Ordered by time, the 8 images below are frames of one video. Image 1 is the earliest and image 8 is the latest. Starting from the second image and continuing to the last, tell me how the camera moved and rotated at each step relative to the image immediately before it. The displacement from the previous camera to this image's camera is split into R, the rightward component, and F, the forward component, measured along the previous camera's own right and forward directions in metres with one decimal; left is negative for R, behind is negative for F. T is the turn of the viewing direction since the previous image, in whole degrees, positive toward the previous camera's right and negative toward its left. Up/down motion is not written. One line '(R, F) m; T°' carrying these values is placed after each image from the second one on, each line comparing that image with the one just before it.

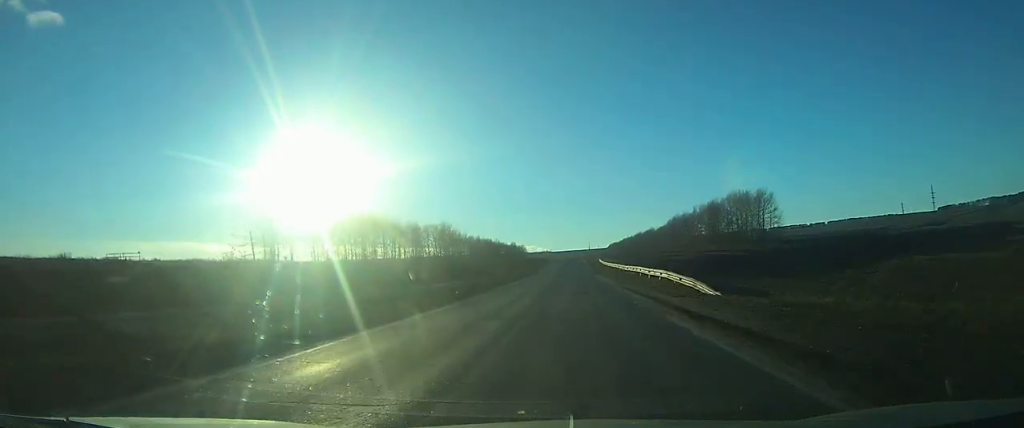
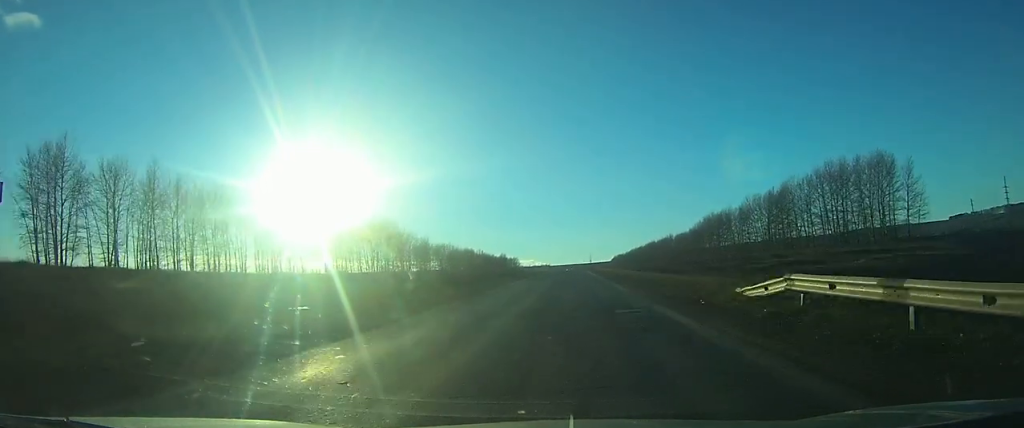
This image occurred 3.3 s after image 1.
(+0.5, +75.7) m; 0°
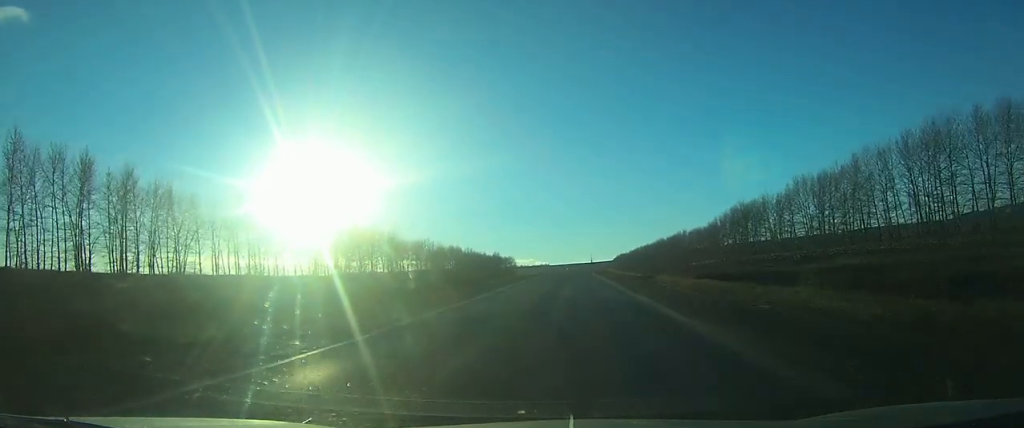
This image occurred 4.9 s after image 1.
(-0.2, +38.0) m; 0°
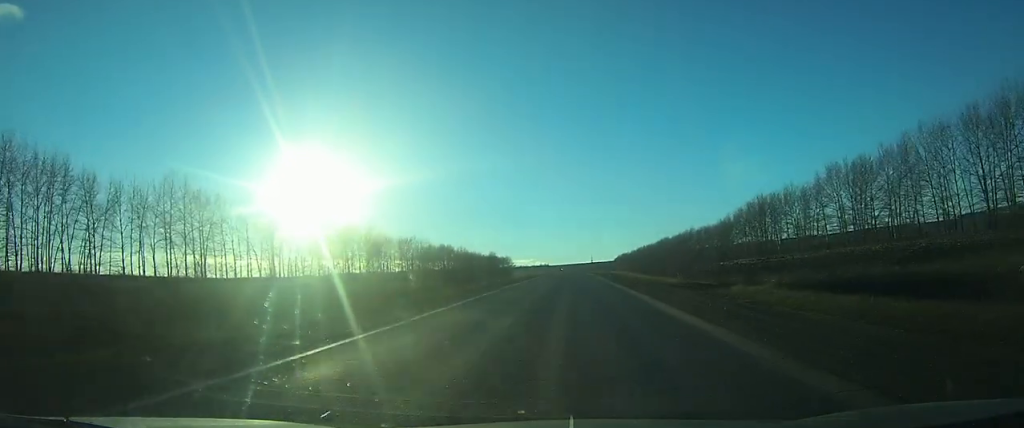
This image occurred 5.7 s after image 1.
(0.0, +18.3) m; 0°
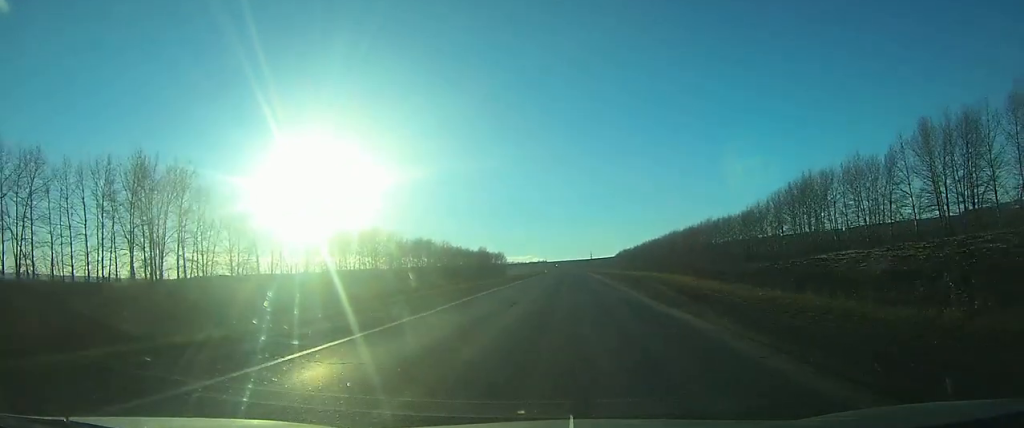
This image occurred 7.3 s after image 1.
(0.0, +38.1) m; 0°
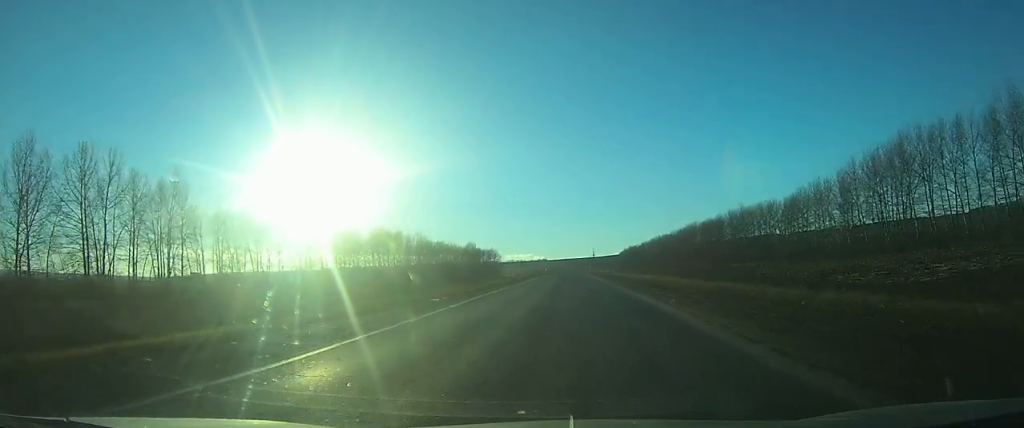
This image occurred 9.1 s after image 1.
(+0.1, +46.1) m; 0°
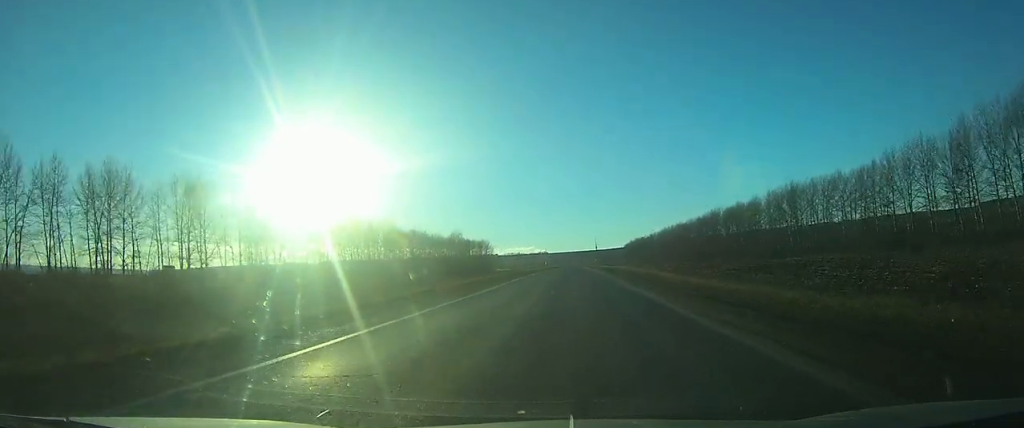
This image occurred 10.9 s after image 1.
(0.0, +43.2) m; 0°
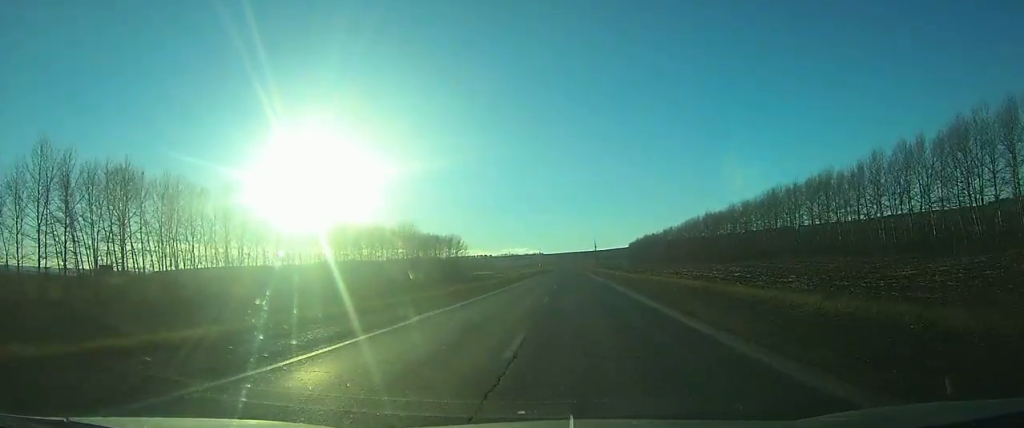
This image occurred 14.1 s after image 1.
(+0.4, +73.3) m; +1°
